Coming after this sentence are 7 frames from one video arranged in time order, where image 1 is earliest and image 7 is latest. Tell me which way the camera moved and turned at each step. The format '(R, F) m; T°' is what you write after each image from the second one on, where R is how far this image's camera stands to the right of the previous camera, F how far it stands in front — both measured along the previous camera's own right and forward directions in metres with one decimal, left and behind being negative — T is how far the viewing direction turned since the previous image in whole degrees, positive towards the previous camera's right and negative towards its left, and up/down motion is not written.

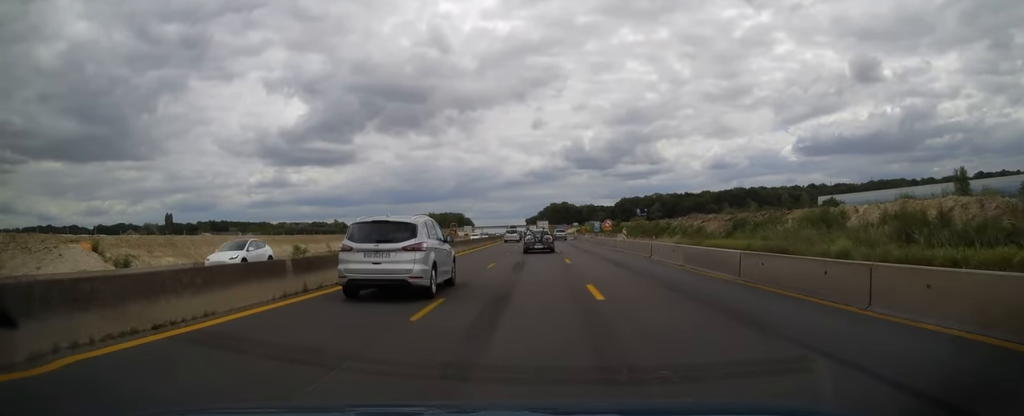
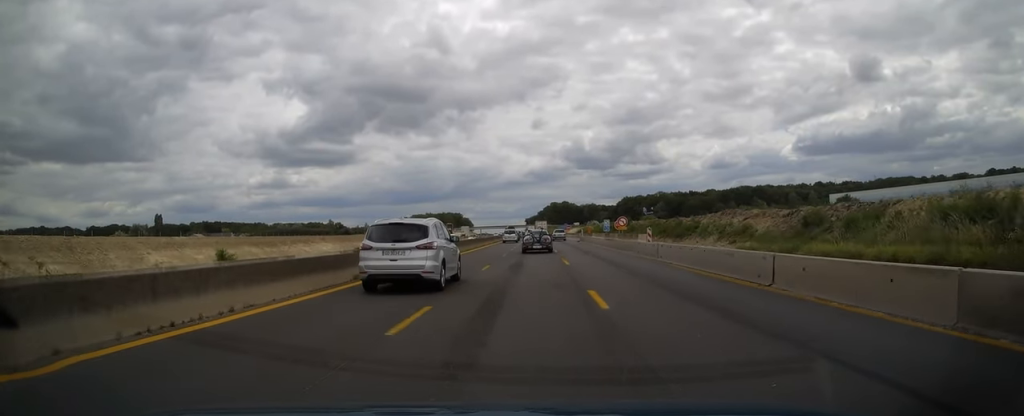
(0.0, +14.1) m; 0°
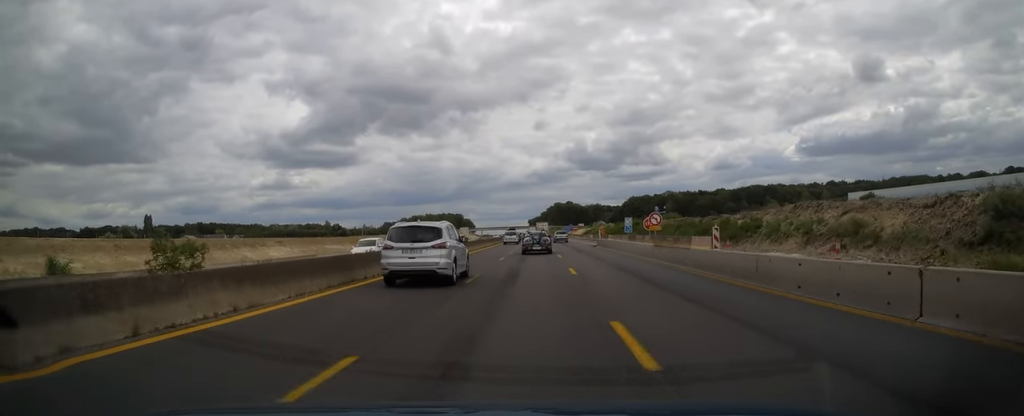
(0.0, +17.2) m; 0°
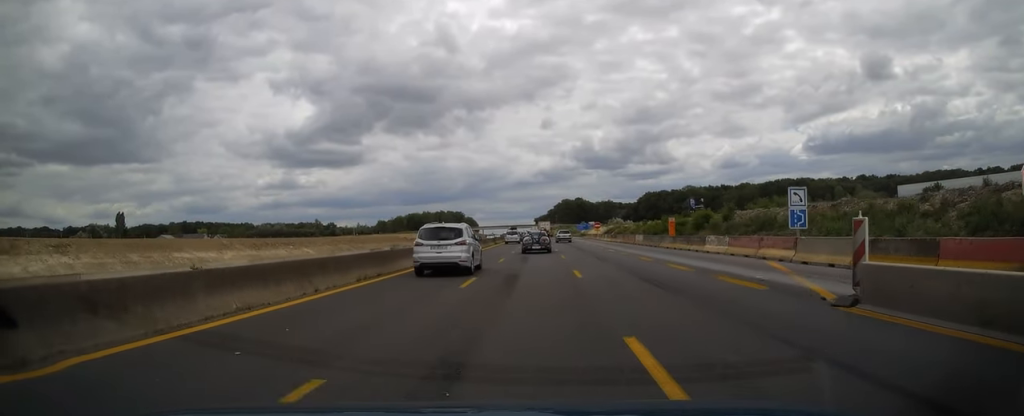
(-0.3, +40.3) m; -1°
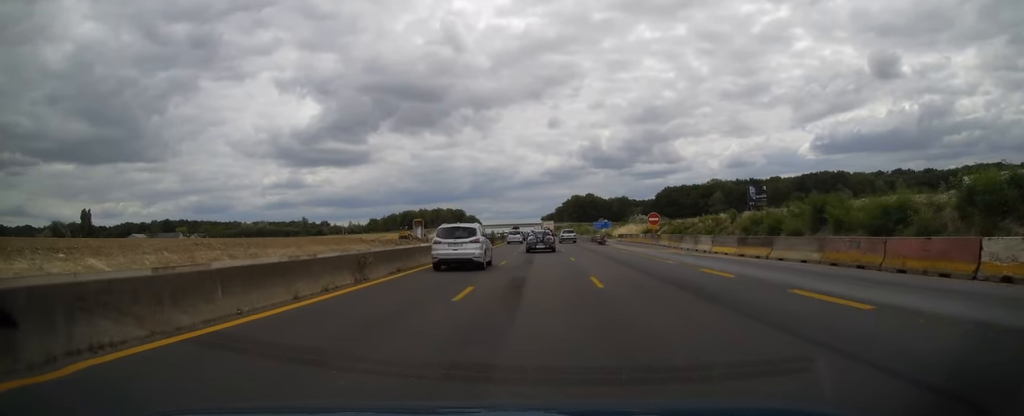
(-0.3, +42.1) m; -1°
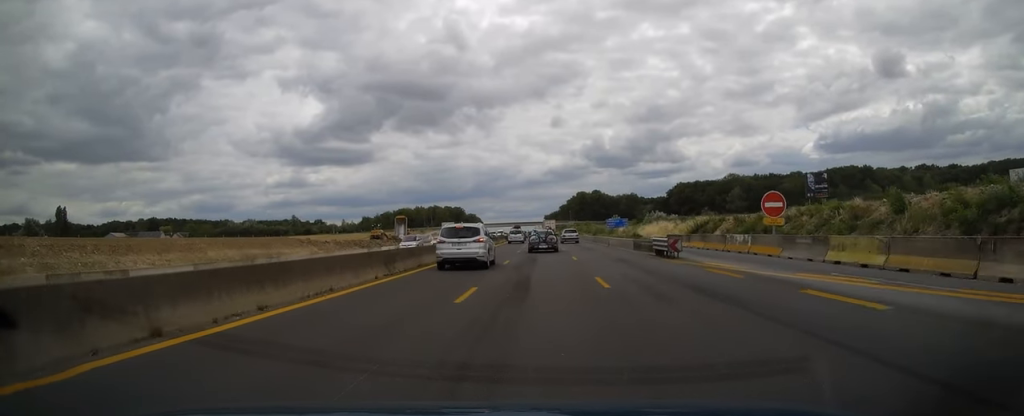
(0.0, +26.0) m; 0°
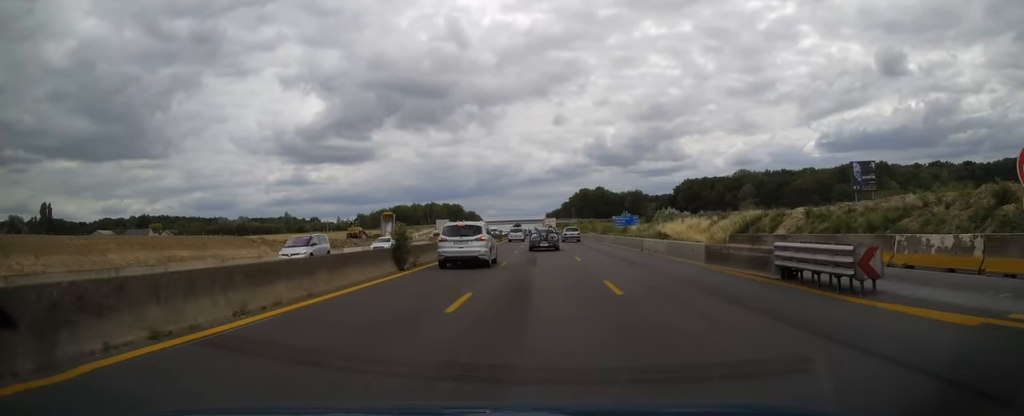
(0.0, +14.7) m; 0°
